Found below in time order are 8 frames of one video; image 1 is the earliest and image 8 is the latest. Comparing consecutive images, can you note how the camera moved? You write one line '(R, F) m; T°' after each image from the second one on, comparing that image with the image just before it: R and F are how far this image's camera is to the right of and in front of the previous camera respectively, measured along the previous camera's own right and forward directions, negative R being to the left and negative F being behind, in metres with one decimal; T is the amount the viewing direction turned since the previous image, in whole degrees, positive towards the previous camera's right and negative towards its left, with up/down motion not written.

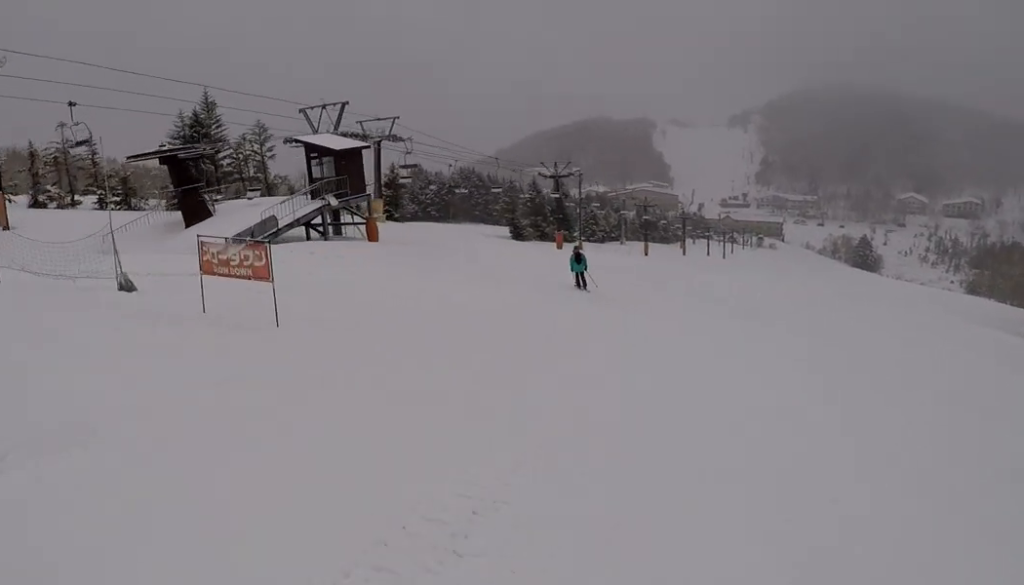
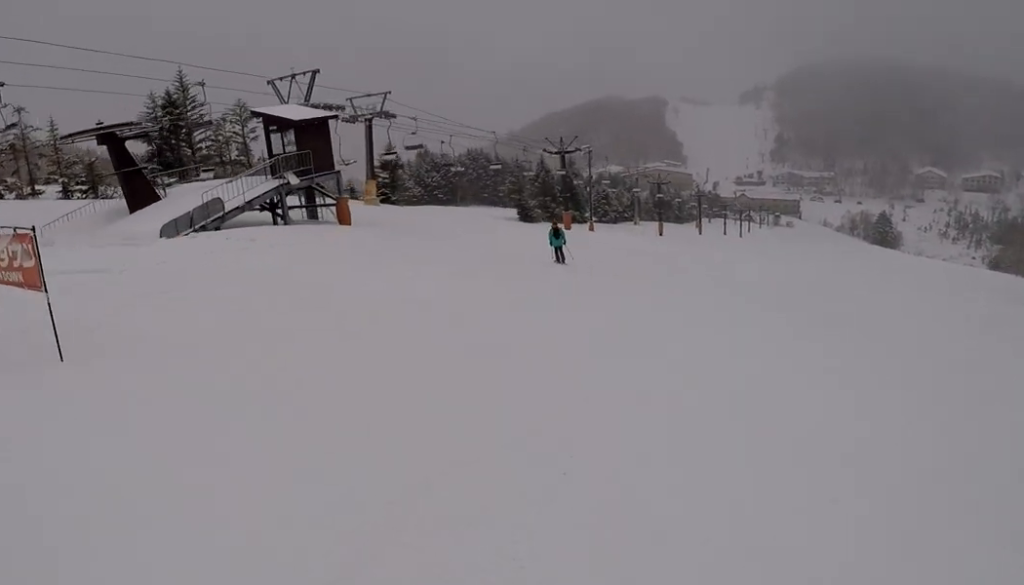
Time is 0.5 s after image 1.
(0.0, +4.9) m; 0°
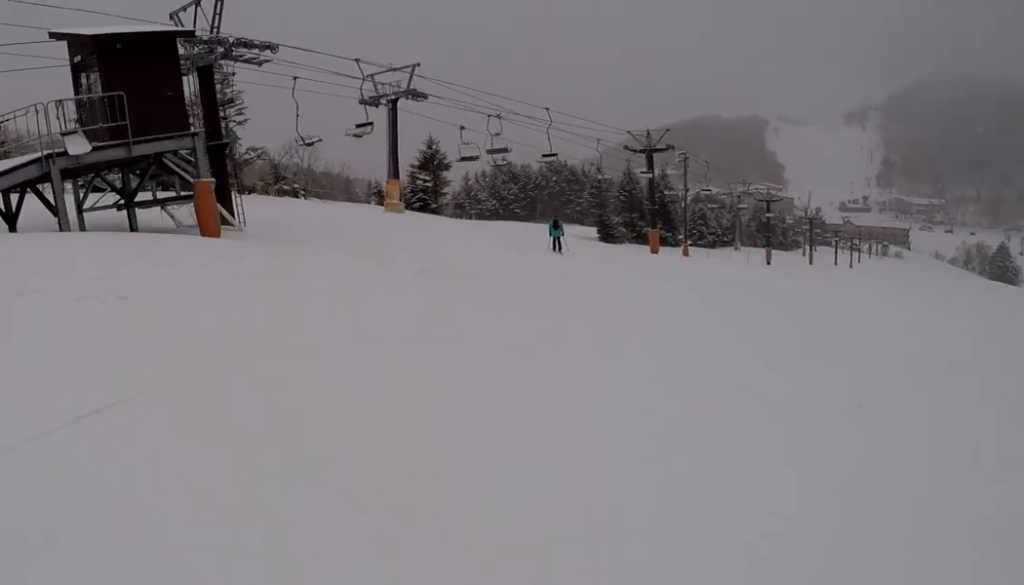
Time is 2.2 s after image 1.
(-2.2, +14.8) m; -16°
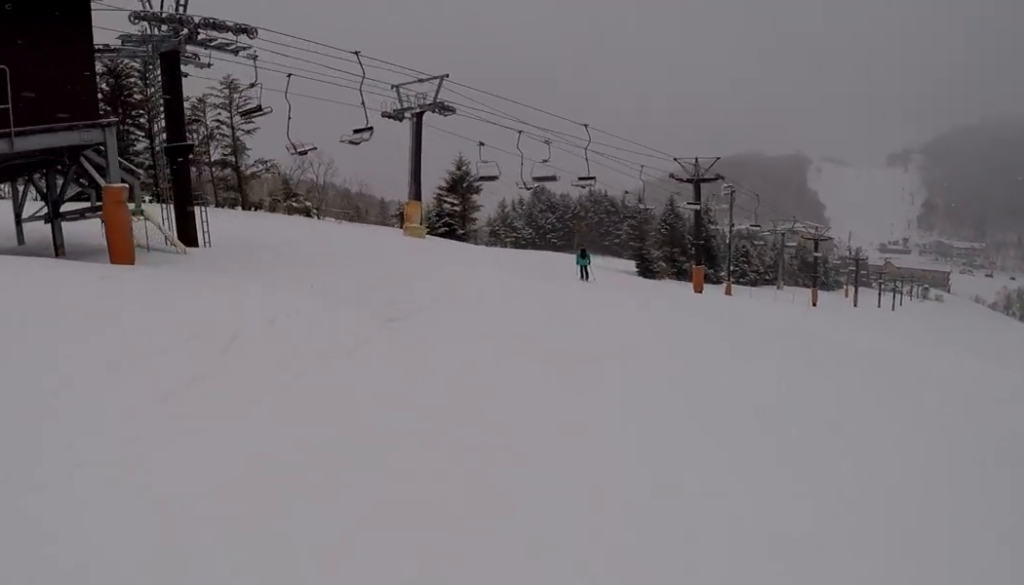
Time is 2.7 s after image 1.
(-0.3, +4.5) m; -1°
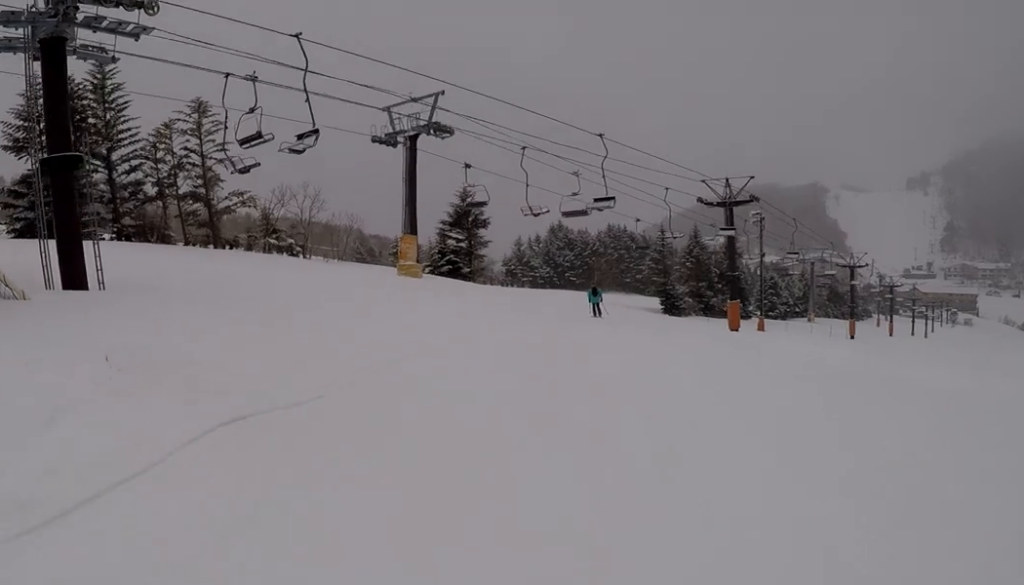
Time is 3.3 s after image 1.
(0.0, +5.4) m; +6°
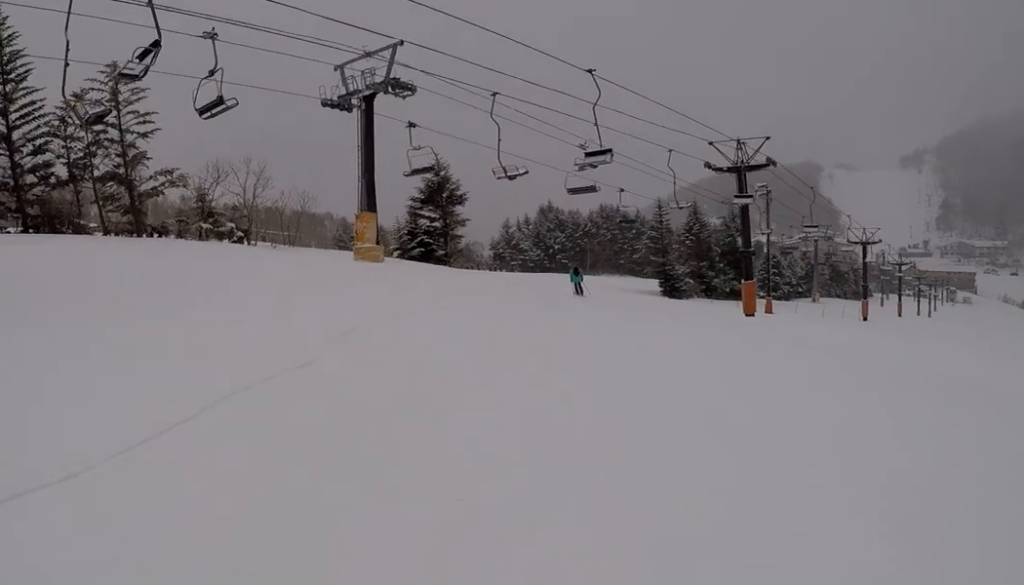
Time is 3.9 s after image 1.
(+0.4, +5.4) m; +1°
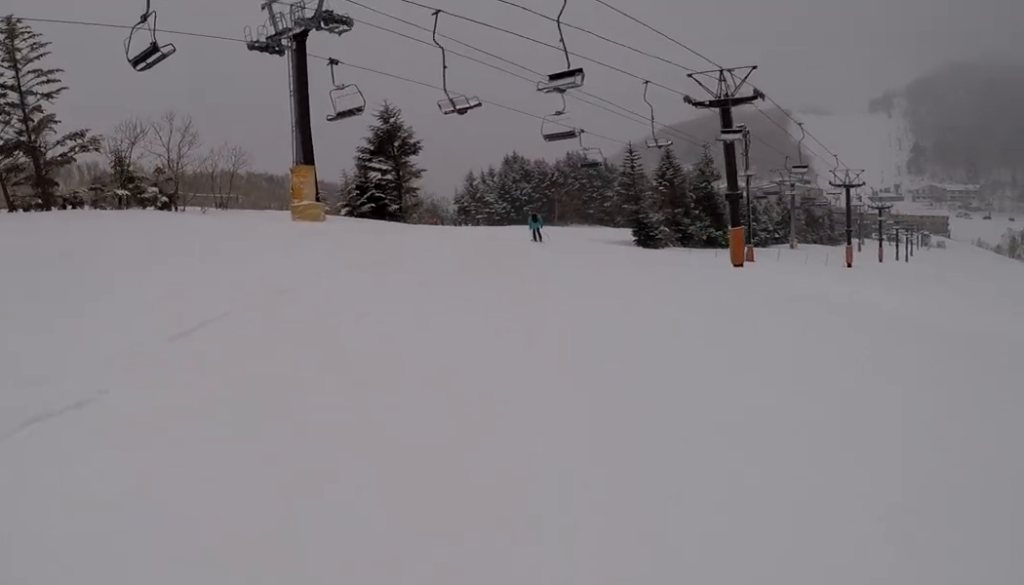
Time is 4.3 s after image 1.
(+0.5, +3.4) m; -1°
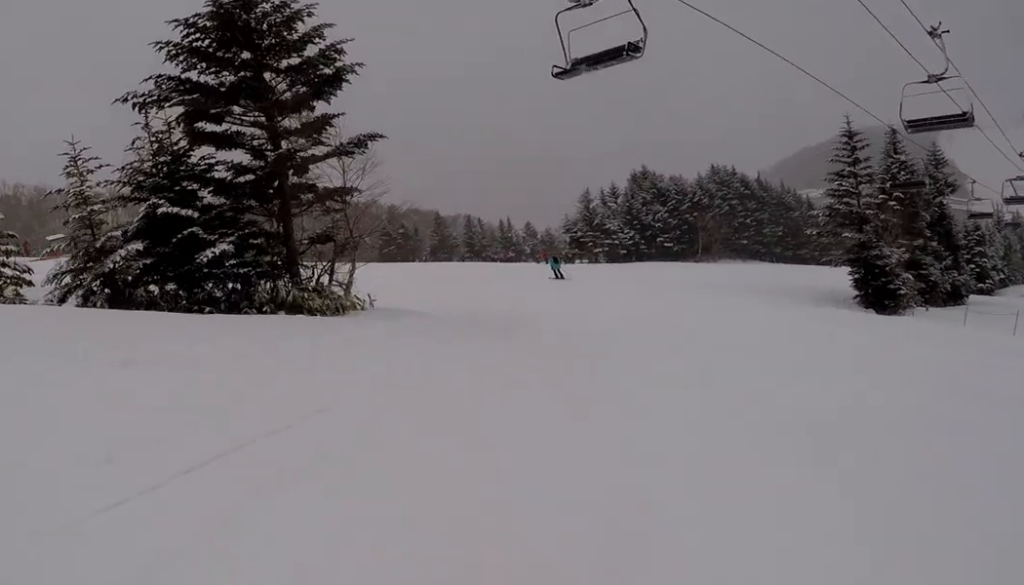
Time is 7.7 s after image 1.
(-4.4, +25.5) m; -16°
